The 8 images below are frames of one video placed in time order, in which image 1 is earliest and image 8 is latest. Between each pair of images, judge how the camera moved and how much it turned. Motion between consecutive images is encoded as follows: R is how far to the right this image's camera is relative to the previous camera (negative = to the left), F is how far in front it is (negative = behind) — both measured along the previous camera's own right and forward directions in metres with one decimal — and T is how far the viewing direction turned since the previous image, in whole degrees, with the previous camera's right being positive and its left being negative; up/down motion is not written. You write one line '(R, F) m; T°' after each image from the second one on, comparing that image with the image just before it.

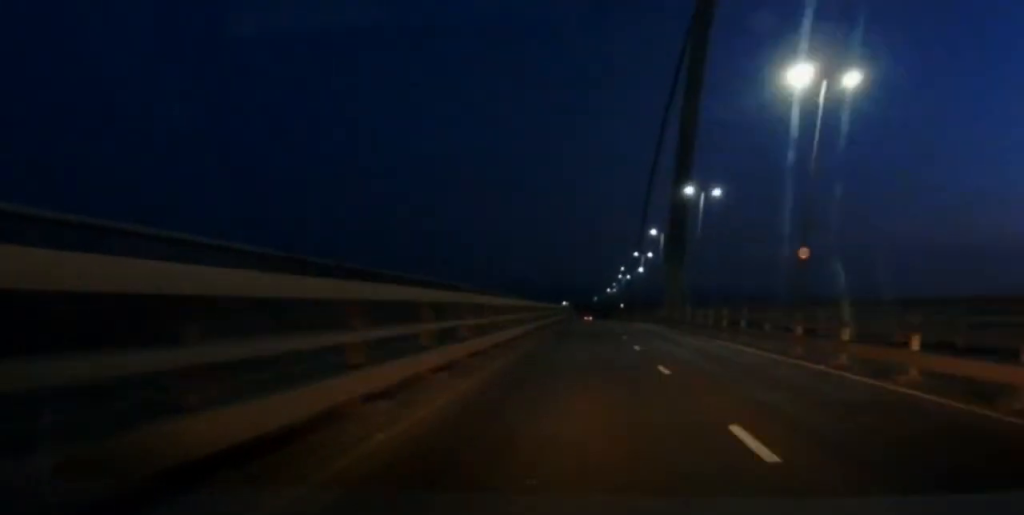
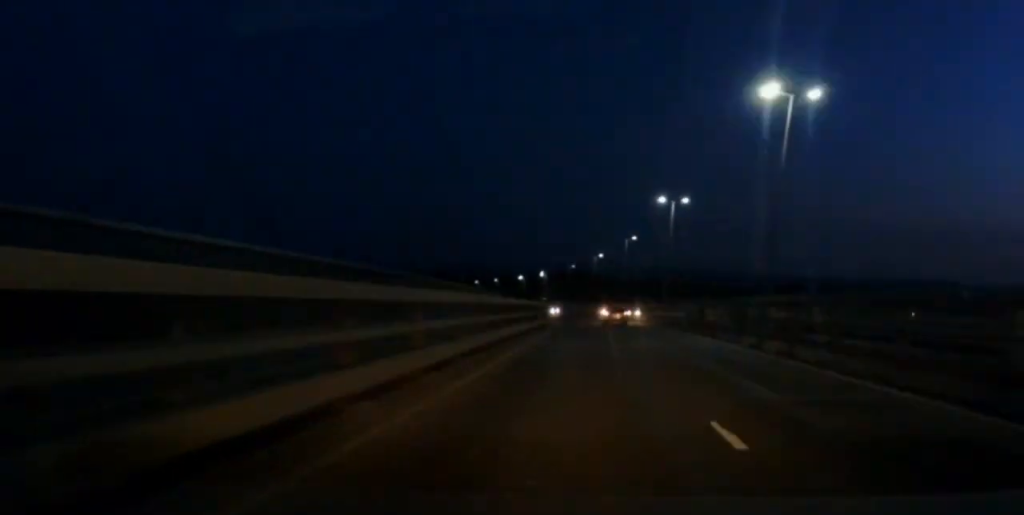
(-1.9, +190.3) m; -5°
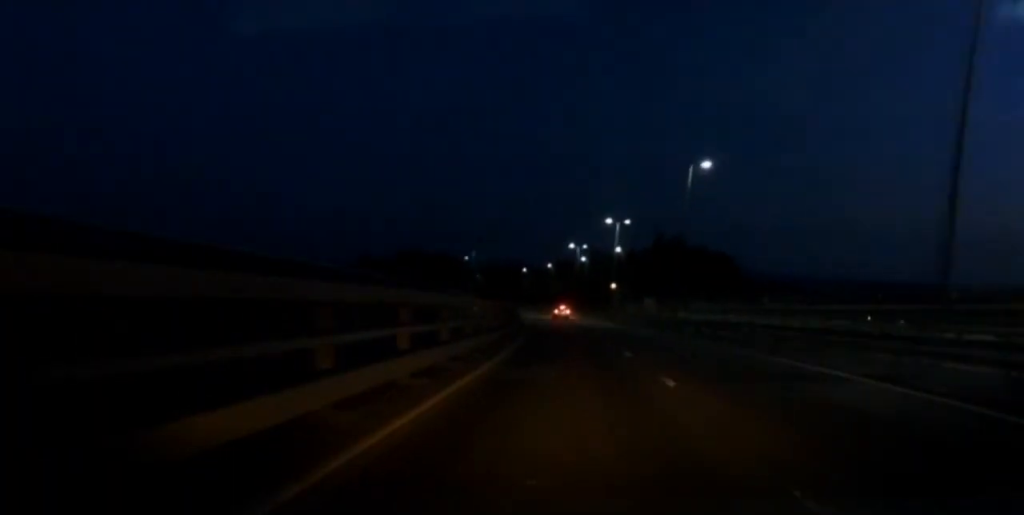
(-5.8, +124.0) m; -7°
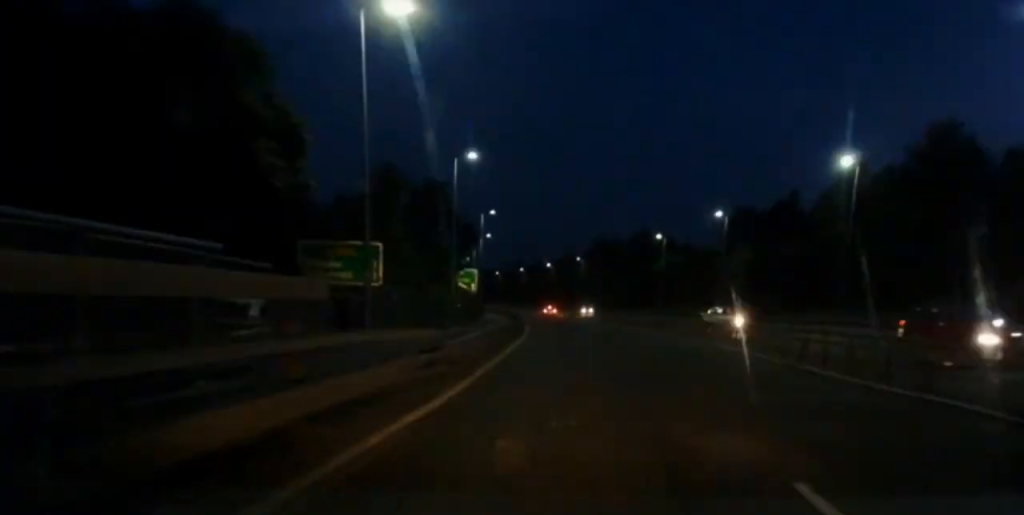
(-7.2, +125.3) m; -9°
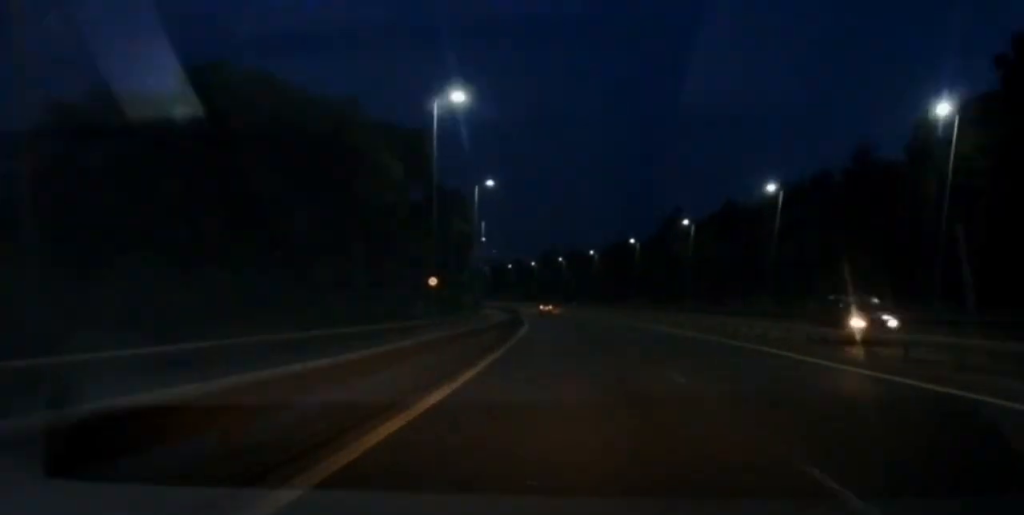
(-9.9, +140.8) m; -10°
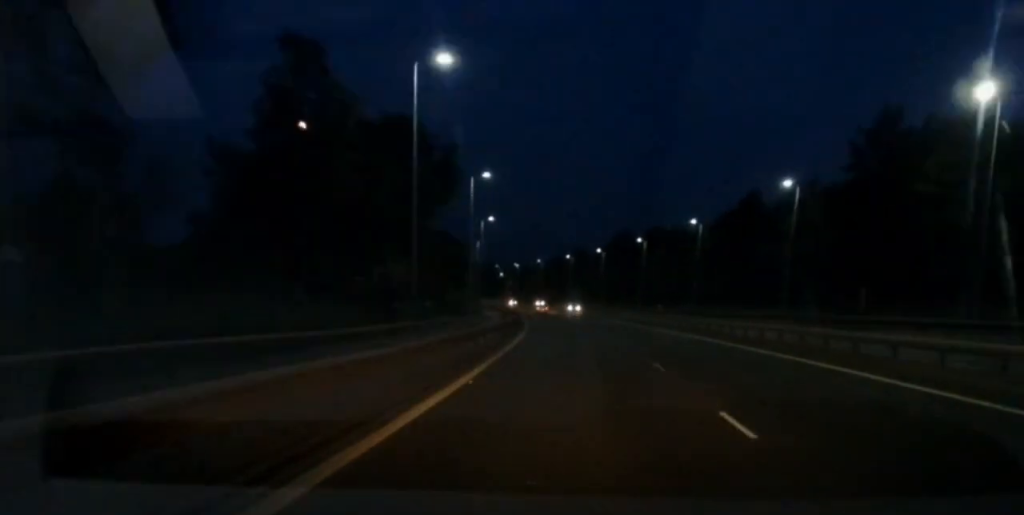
(-7.3, +67.1) m; -5°
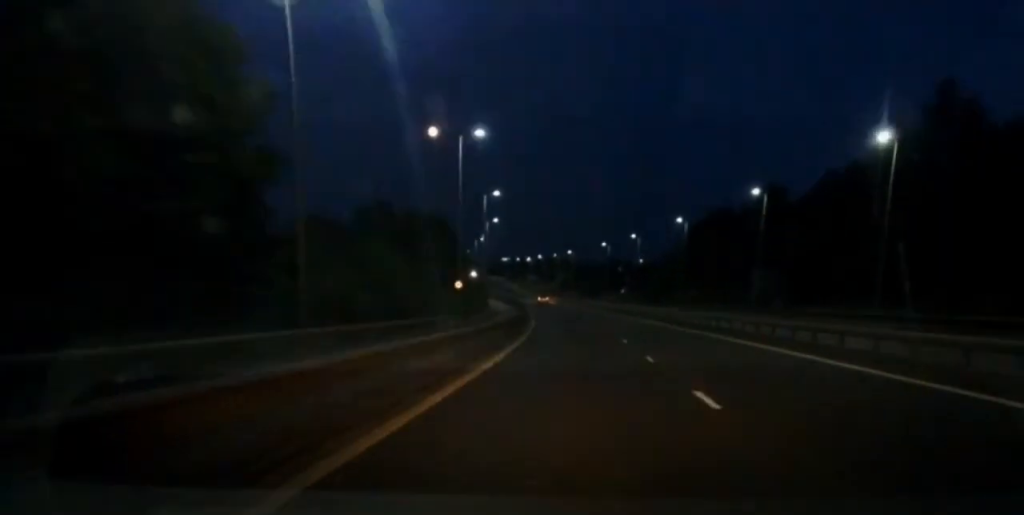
(-5.8, +111.7) m; -7°
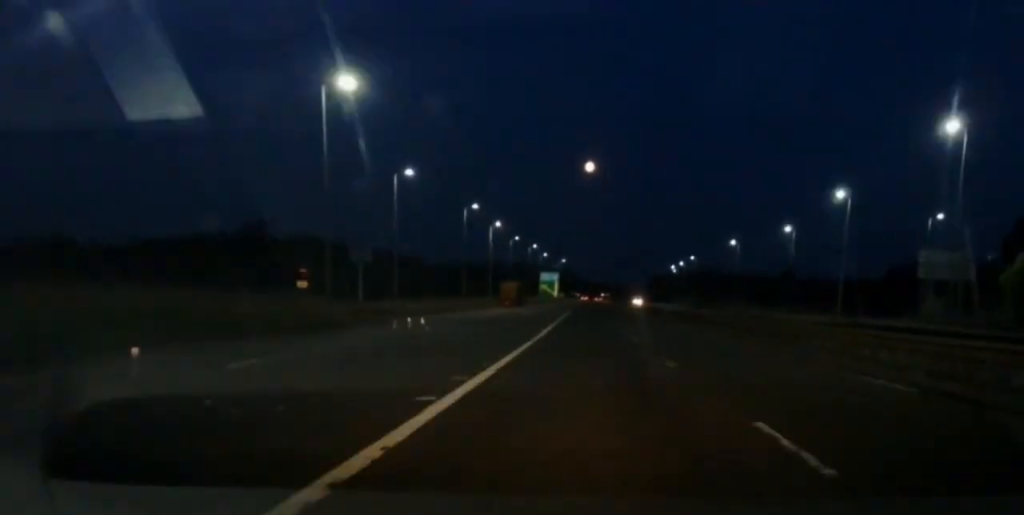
(-25.7, +255.5) m; -7°
